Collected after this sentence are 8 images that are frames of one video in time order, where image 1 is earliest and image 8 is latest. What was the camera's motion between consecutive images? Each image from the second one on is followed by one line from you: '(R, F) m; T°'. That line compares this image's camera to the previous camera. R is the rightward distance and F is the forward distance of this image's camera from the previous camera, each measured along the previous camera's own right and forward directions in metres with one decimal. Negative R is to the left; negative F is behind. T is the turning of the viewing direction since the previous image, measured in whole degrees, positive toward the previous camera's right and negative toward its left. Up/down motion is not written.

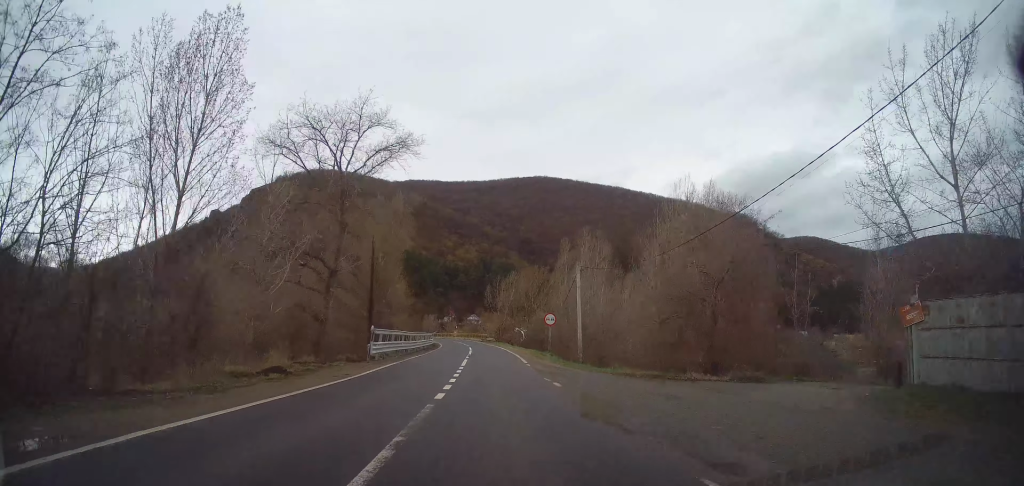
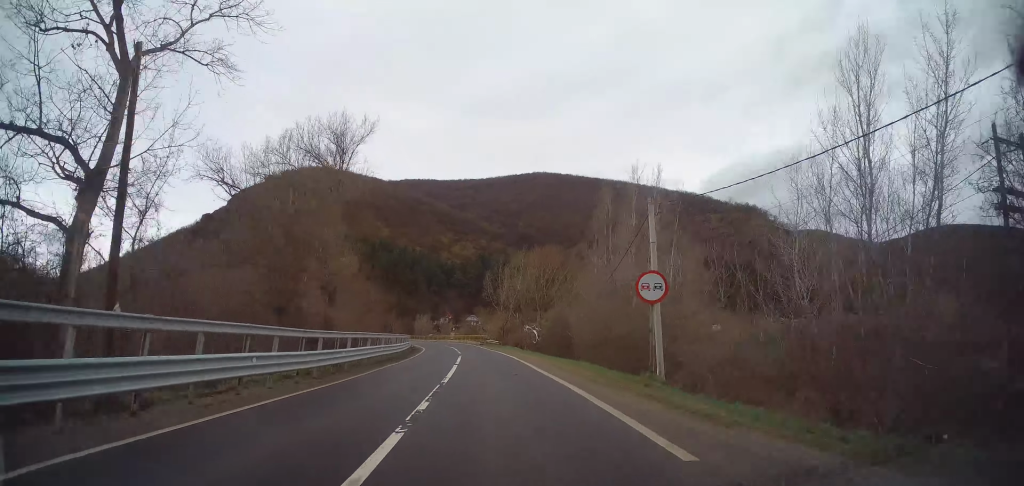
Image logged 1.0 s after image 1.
(+0.3, +21.5) m; 0°
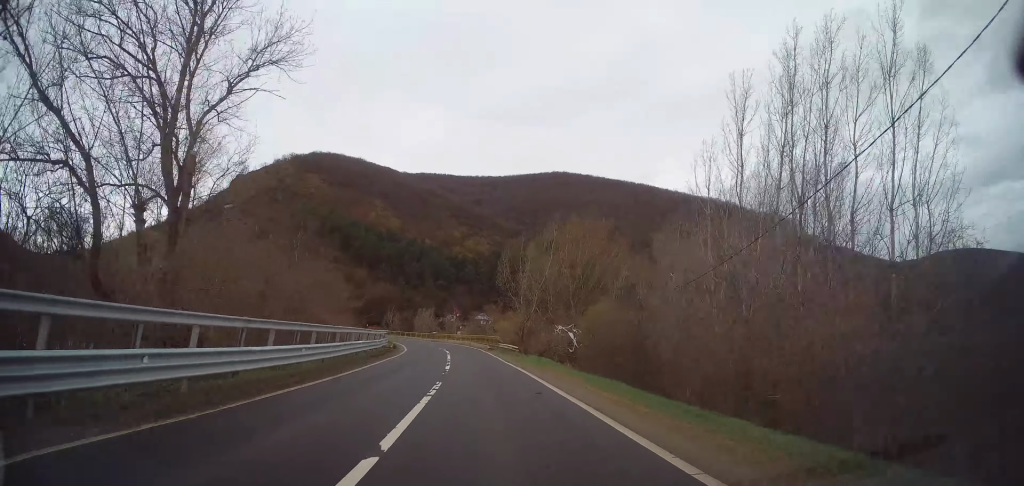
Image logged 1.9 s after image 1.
(-0.3, +20.6) m; -2°
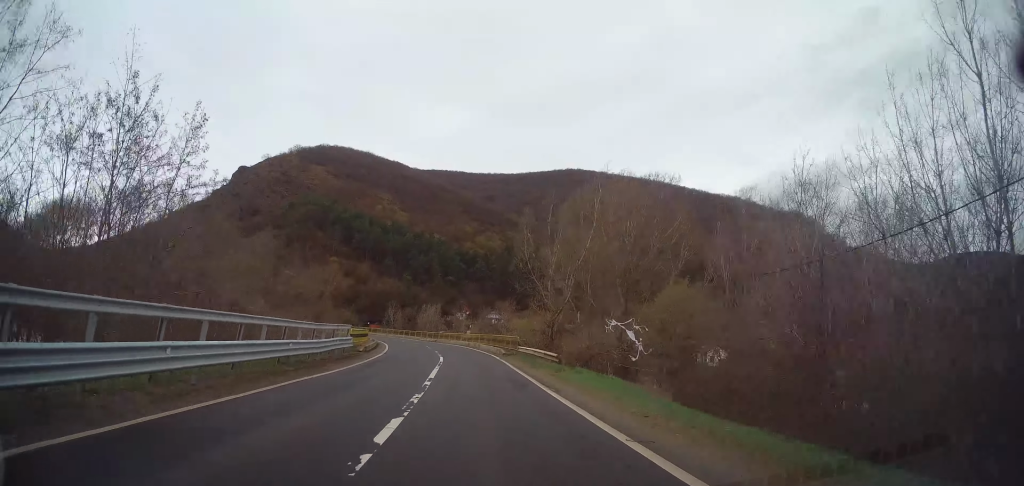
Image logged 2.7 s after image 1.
(-0.3, +15.0) m; -2°
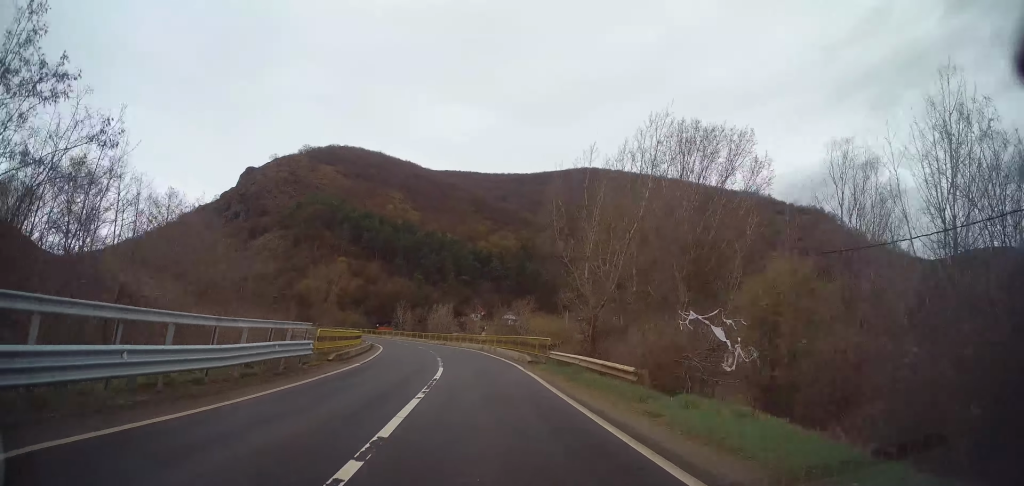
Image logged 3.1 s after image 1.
(-0.1, +9.4) m; -1°
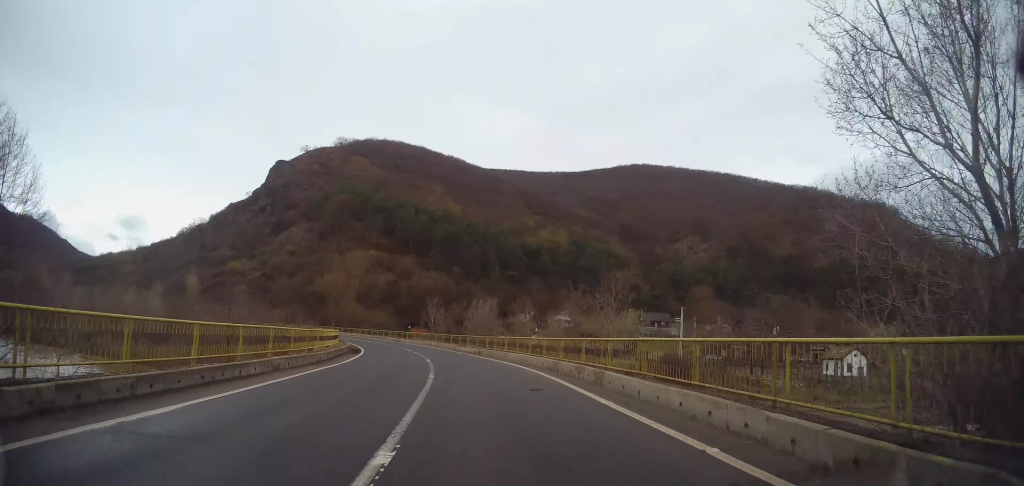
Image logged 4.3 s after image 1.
(-0.6, +23.4) m; -4°
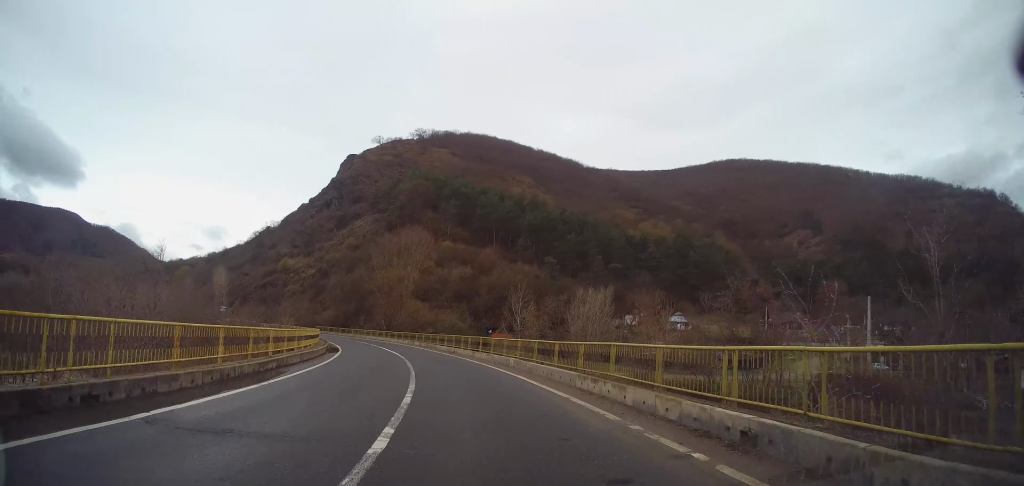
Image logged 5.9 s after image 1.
(-2.1, +29.3) m; -9°
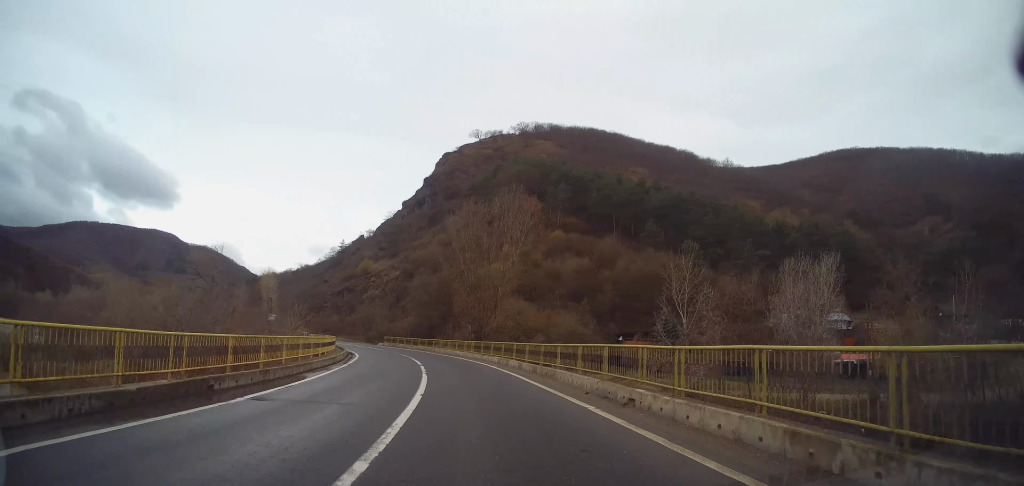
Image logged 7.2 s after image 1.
(-2.1, +26.1) m; -9°
